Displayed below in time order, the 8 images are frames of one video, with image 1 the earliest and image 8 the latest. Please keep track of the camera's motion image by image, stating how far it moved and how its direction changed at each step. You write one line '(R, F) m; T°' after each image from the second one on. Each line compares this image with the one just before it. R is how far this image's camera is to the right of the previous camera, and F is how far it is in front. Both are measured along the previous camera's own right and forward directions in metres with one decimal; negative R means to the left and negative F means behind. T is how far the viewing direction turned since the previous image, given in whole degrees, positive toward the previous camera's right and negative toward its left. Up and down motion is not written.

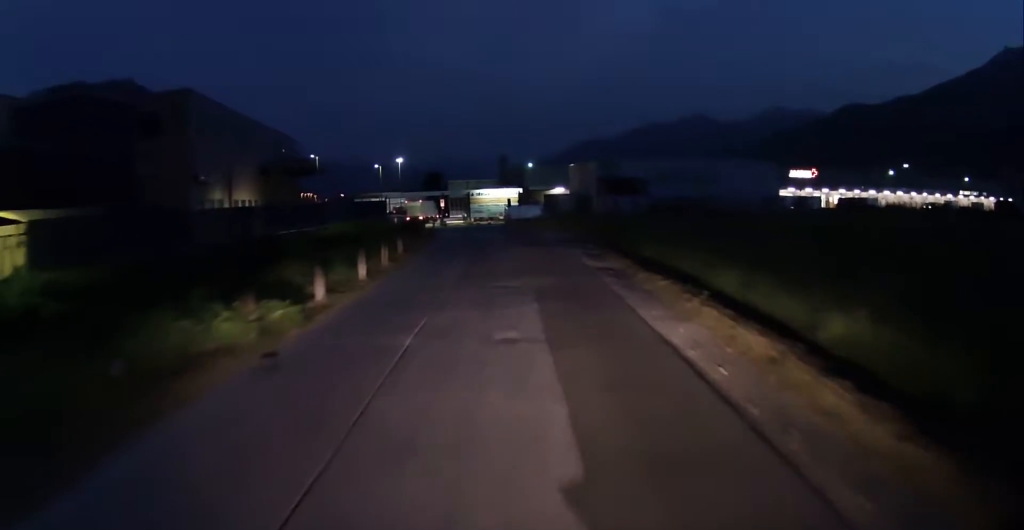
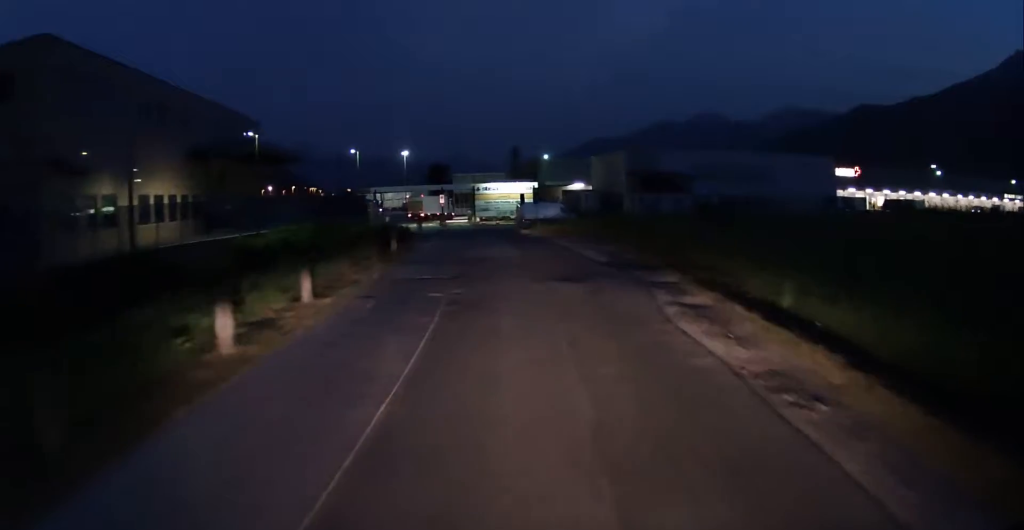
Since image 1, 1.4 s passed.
(0.0, +16.9) m; 0°
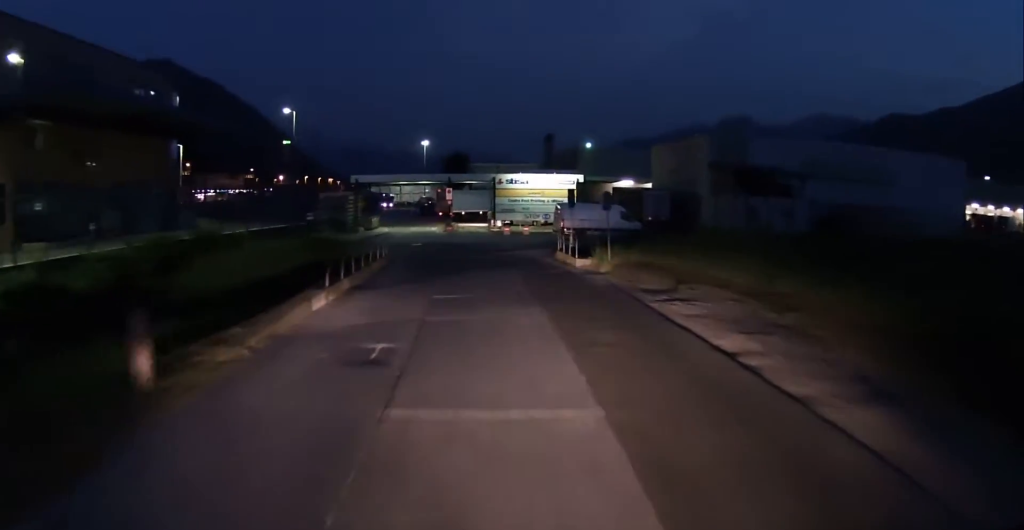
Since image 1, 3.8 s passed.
(-0.6, +25.5) m; -4°
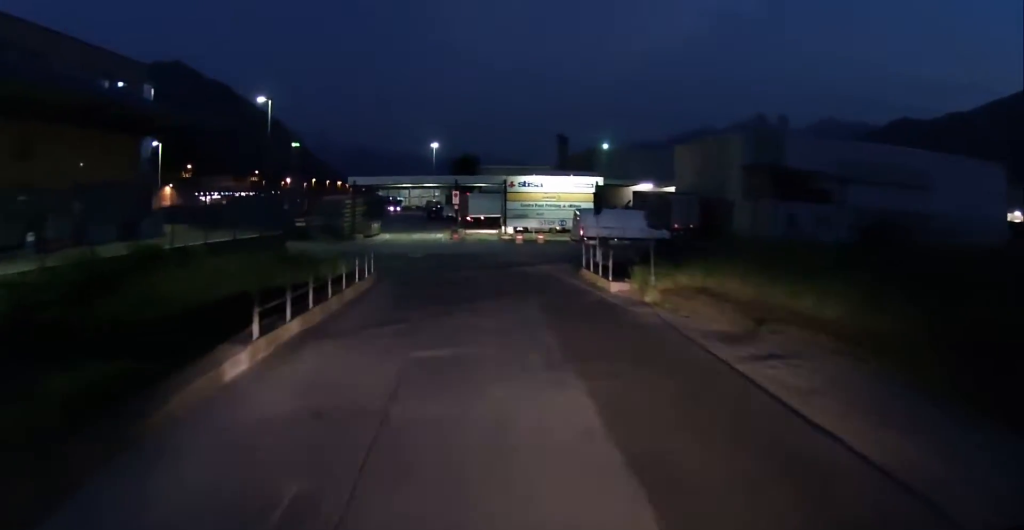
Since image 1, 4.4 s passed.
(0.0, +5.8) m; 0°
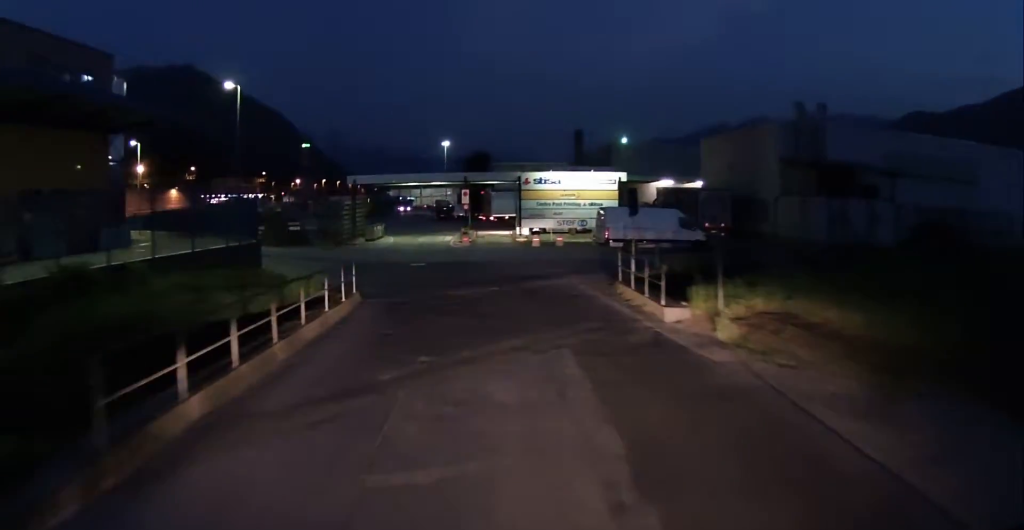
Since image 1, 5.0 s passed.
(0.0, +5.3) m; 0°
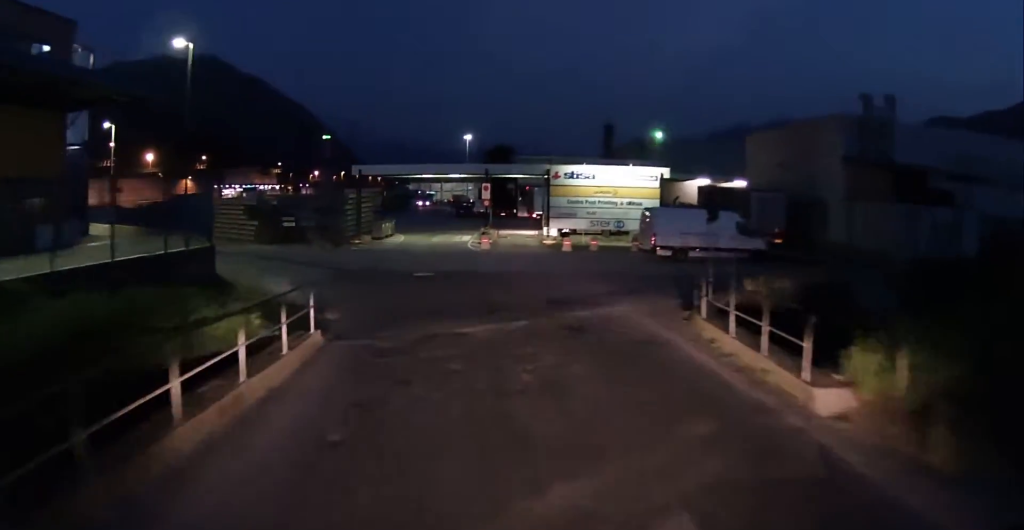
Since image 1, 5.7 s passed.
(0.0, +6.6) m; -3°
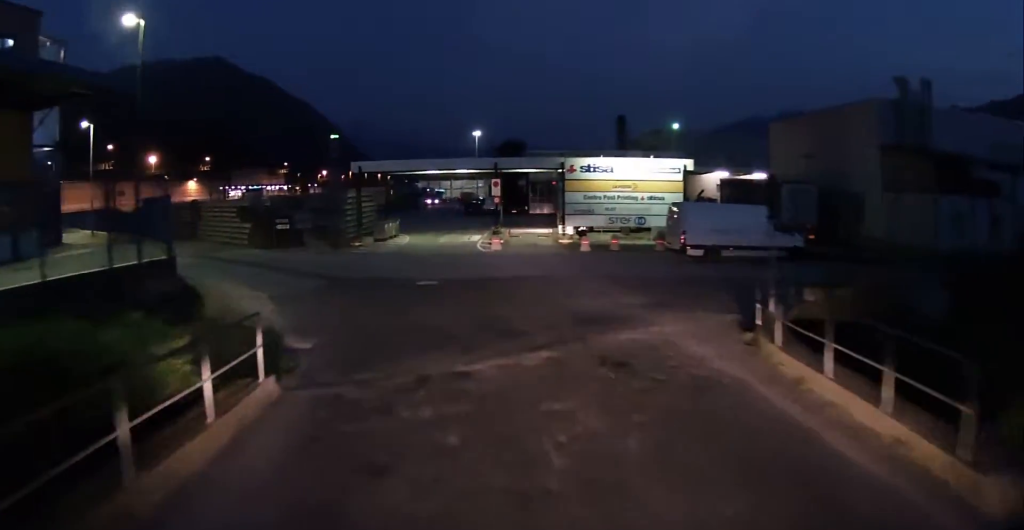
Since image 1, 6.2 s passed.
(0.0, +3.6) m; -2°
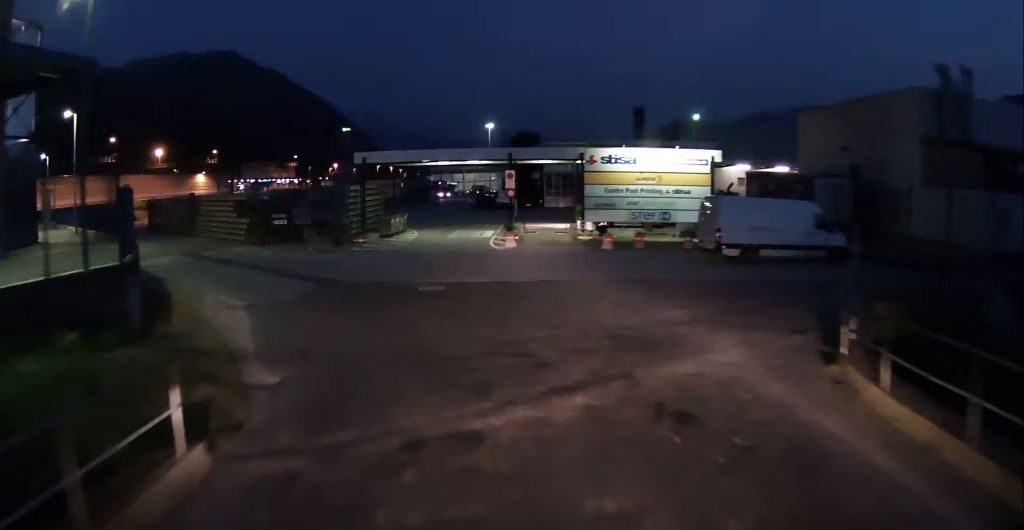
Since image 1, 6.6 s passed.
(-0.2, +3.1) m; -2°
